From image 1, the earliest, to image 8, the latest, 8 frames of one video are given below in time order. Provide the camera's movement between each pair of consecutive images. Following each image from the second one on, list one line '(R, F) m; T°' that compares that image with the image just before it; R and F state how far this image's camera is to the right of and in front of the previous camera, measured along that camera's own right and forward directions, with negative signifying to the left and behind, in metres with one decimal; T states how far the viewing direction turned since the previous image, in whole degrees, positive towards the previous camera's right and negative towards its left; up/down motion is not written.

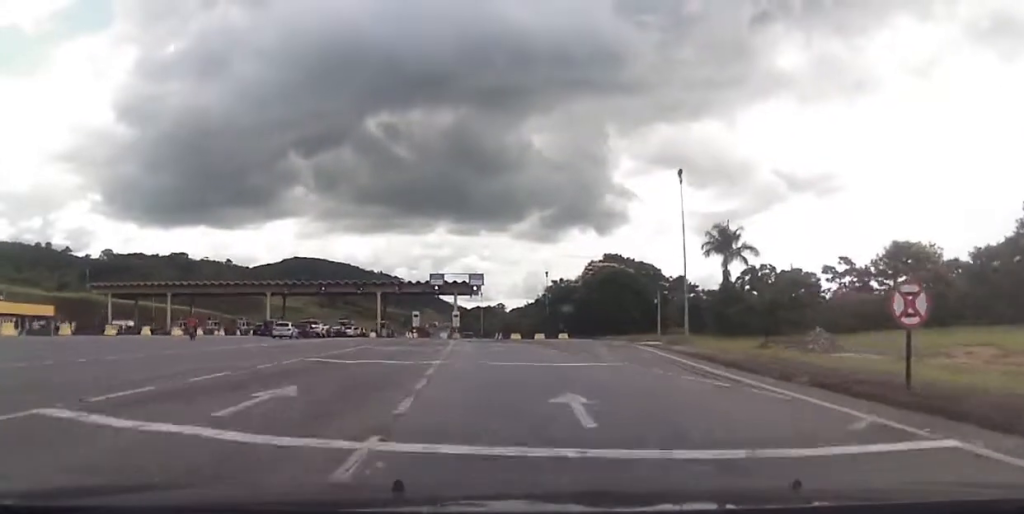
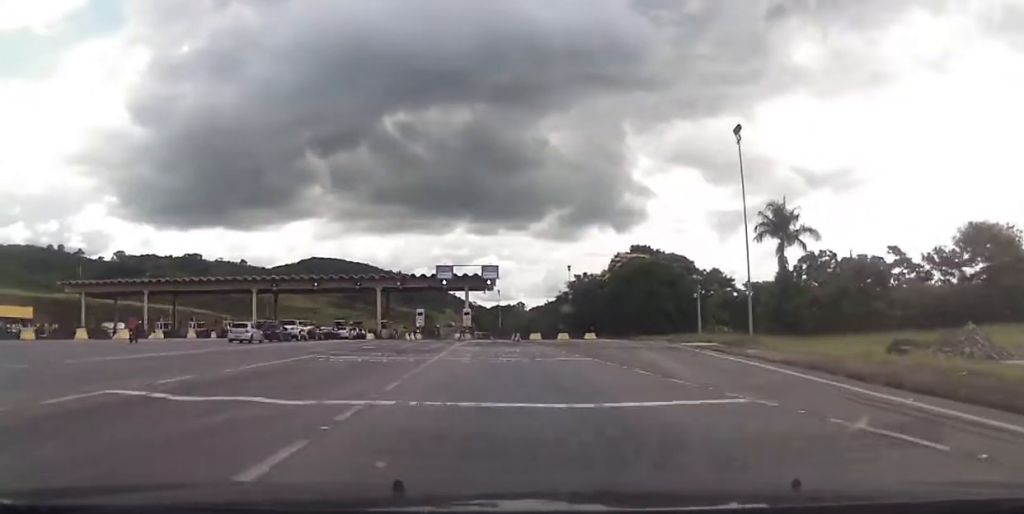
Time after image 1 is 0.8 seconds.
(+0.2, +13.6) m; +1°
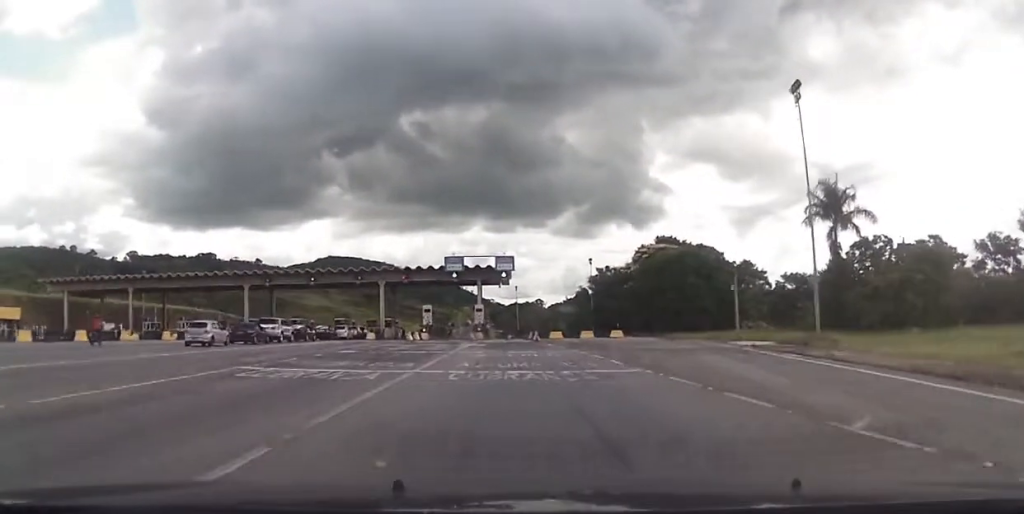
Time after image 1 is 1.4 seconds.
(+0.3, +9.2) m; 0°
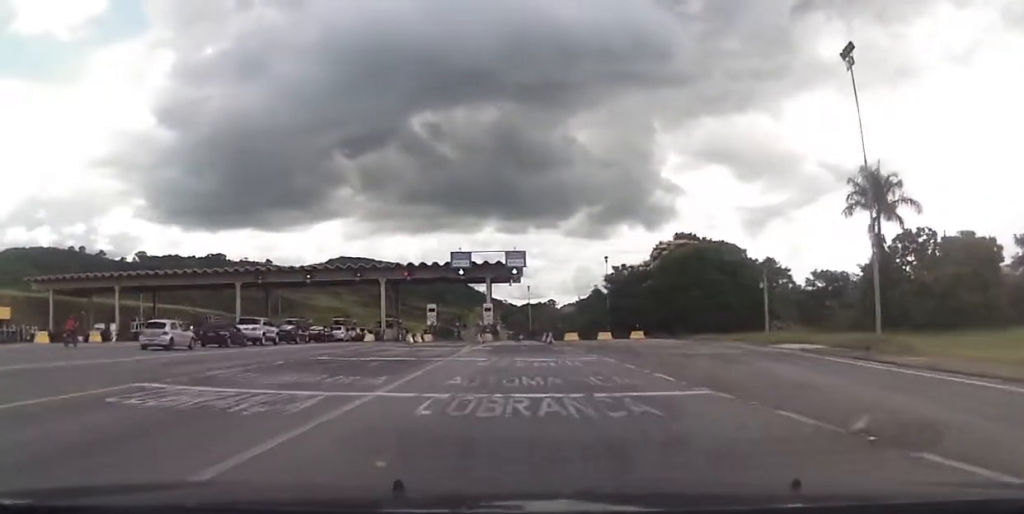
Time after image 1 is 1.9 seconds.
(-0.3, +6.2) m; -1°
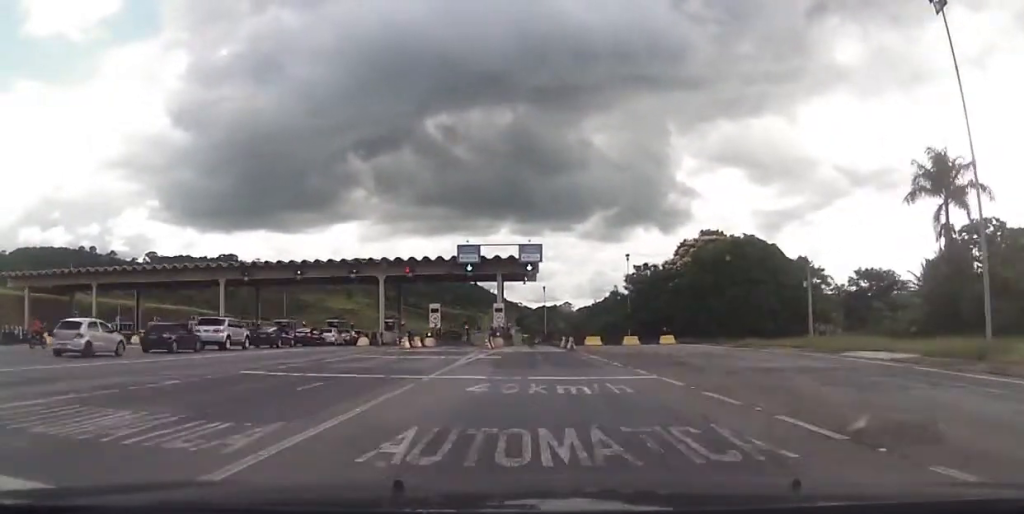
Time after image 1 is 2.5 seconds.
(-0.2, +8.5) m; -1°
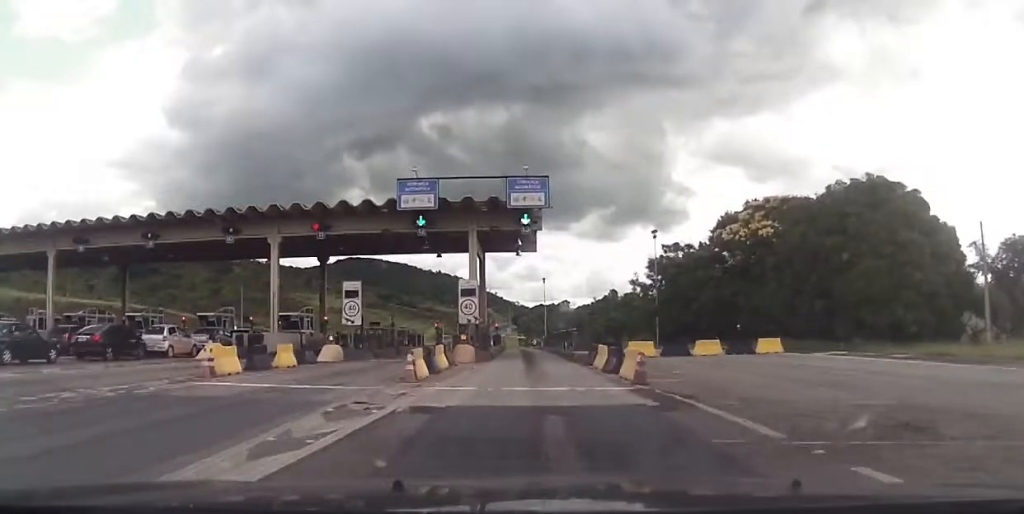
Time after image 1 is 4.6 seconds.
(-0.6, +27.9) m; -2°
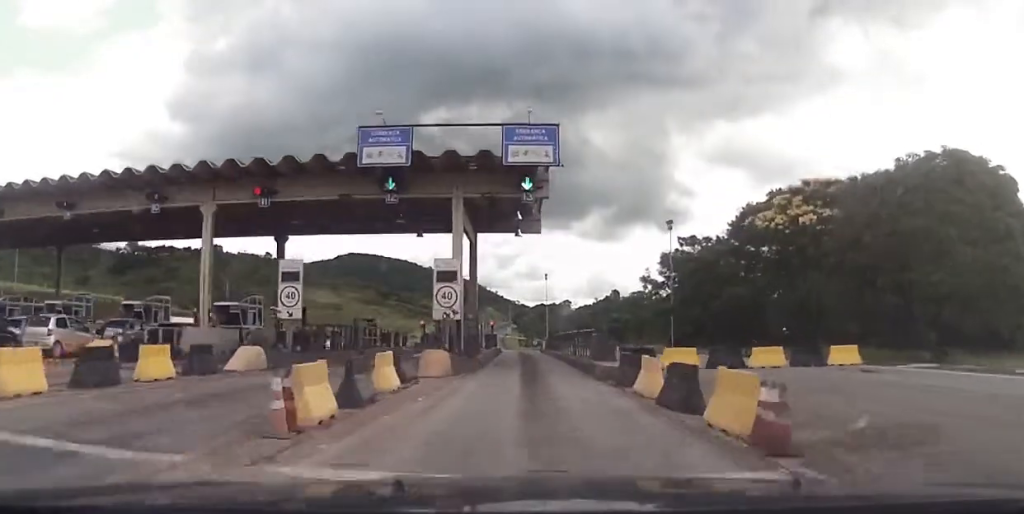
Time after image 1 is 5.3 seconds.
(0.0, +8.7) m; 0°
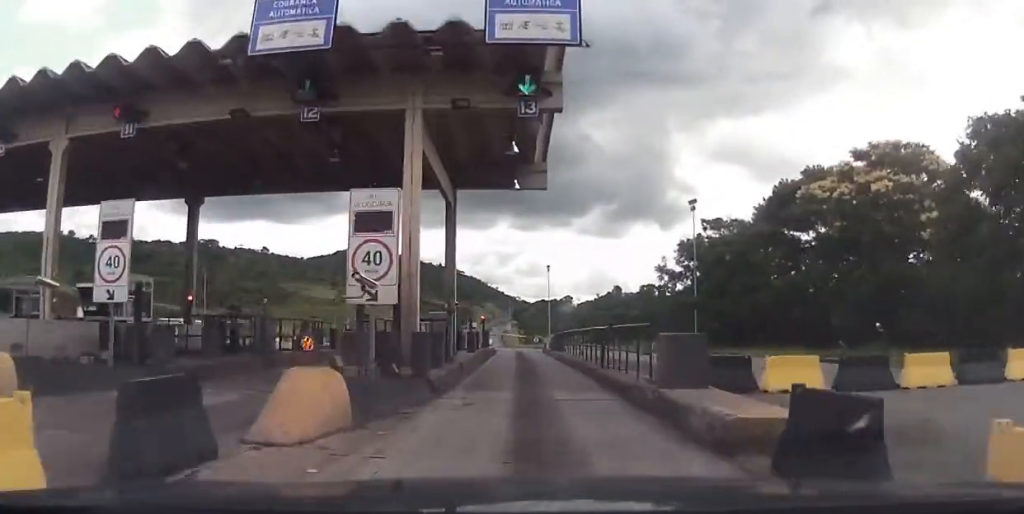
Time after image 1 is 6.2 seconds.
(0.0, +11.1) m; +1°
